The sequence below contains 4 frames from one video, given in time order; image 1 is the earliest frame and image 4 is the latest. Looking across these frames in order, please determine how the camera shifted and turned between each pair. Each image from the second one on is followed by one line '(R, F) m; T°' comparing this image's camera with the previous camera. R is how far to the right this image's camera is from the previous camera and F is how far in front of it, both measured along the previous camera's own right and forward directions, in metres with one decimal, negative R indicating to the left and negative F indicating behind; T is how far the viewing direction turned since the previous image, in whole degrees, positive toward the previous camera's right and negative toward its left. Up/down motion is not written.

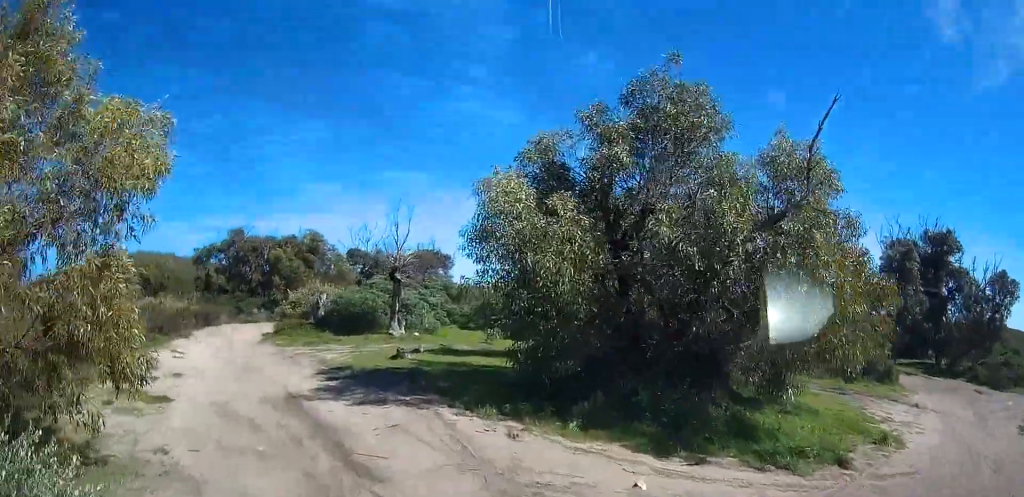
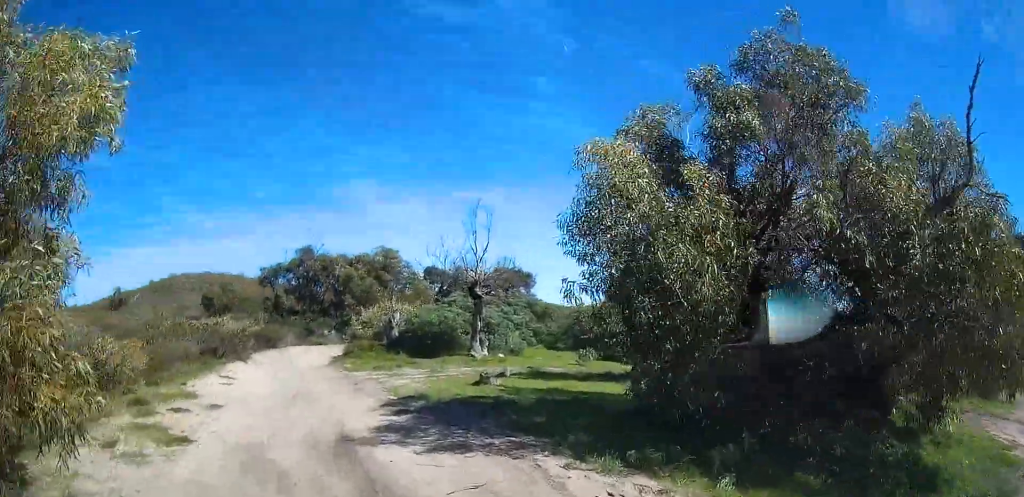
(+0.2, +2.6) m; -7°
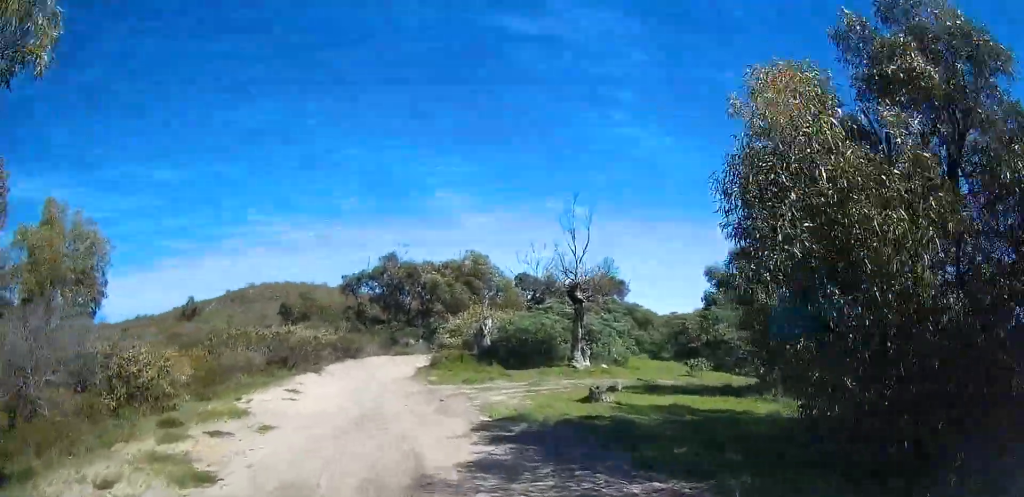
(-0.4, +2.2) m; -6°
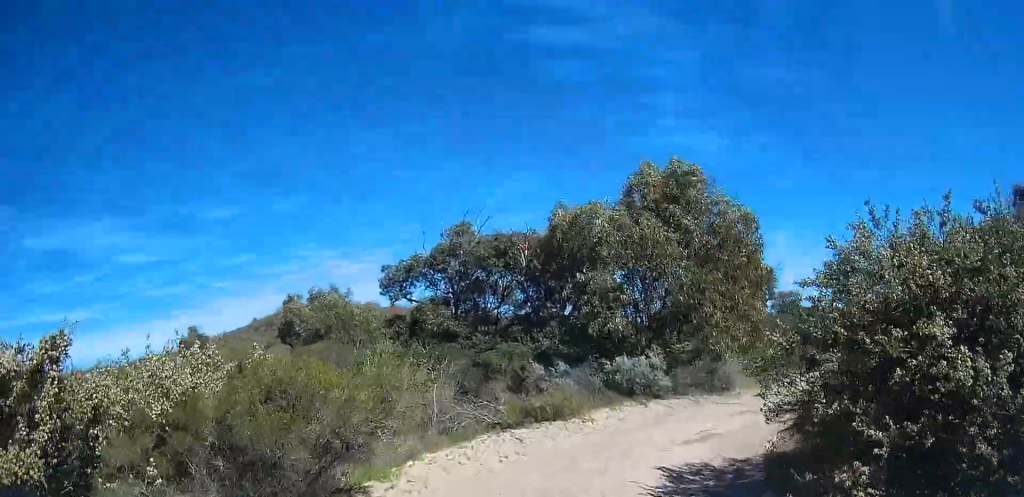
(+1.9, +22.3) m; +6°
